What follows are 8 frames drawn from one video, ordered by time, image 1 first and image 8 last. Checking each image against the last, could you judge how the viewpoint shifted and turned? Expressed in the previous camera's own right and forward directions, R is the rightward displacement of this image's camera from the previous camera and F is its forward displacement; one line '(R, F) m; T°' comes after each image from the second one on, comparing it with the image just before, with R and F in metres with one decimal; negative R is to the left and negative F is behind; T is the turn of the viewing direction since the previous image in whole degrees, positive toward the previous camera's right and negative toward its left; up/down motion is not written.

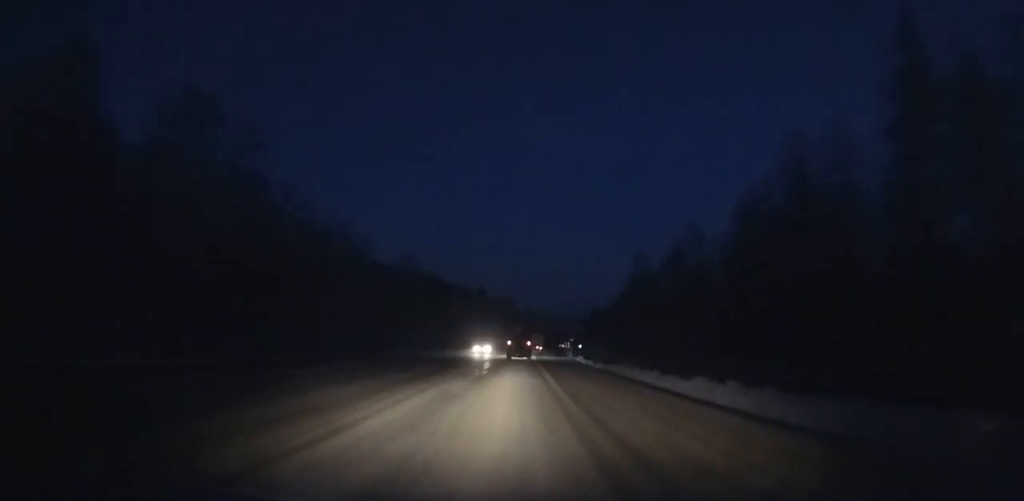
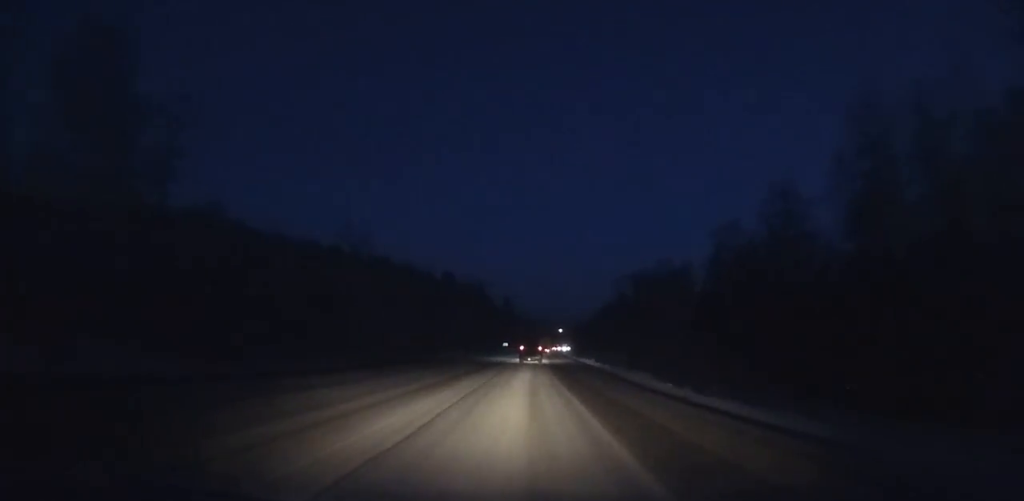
(+1.7, +88.1) m; +3°
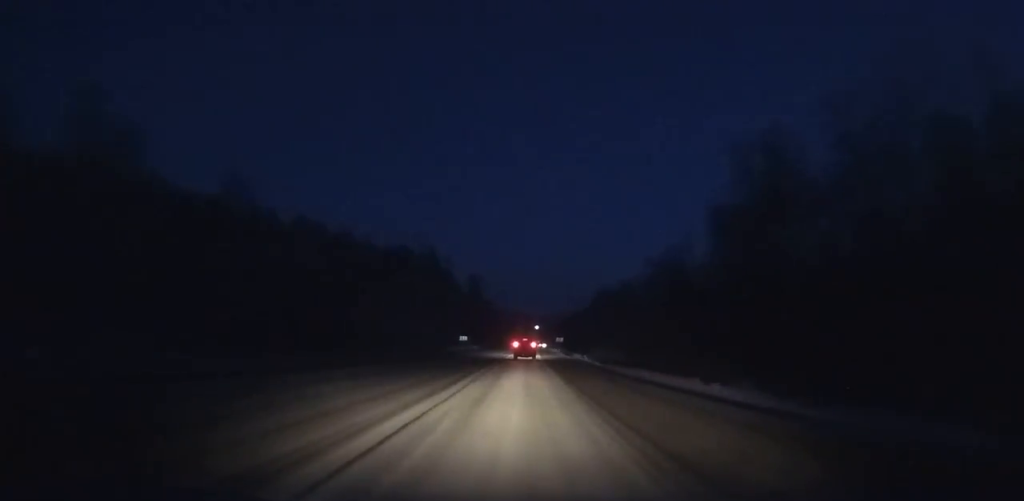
(+1.4, +65.9) m; +2°
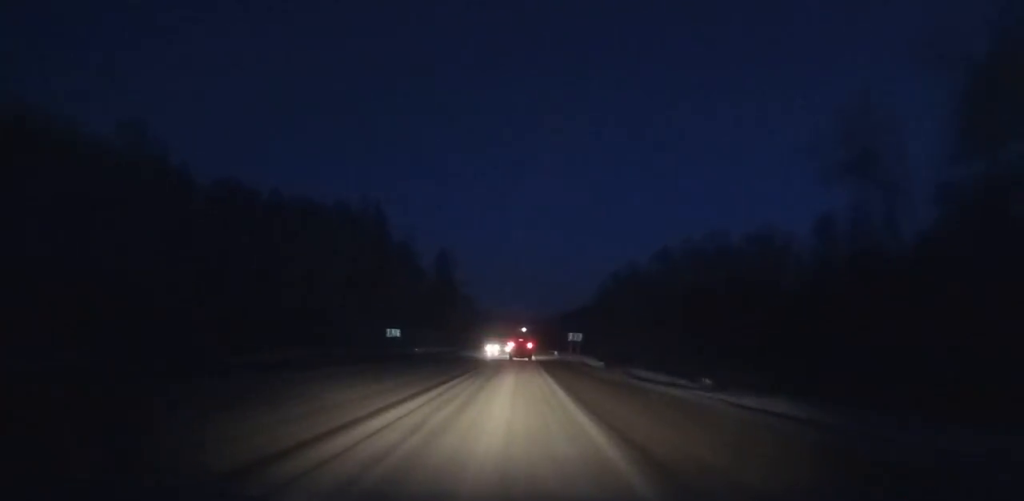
(+0.4, +50.2) m; +1°
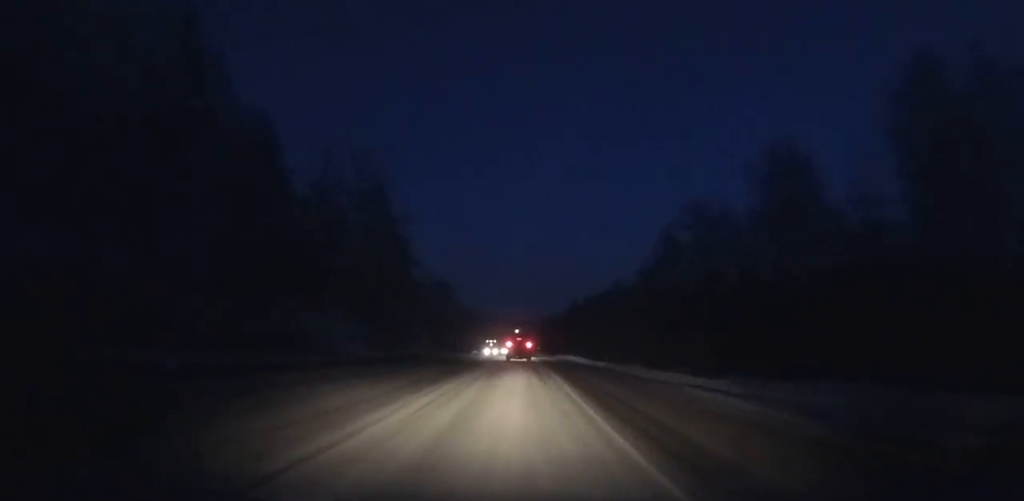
(+0.5, +66.6) m; +1°
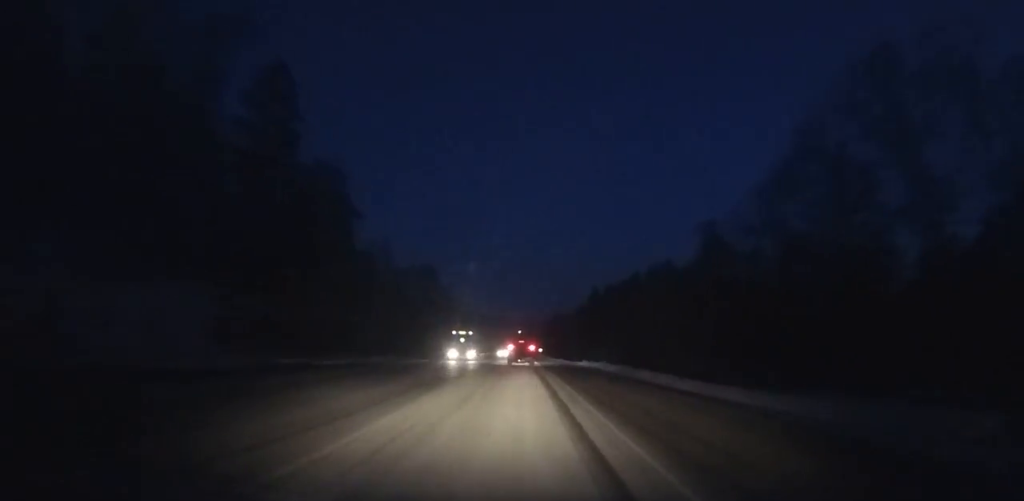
(0.0, +40.5) m; 0°
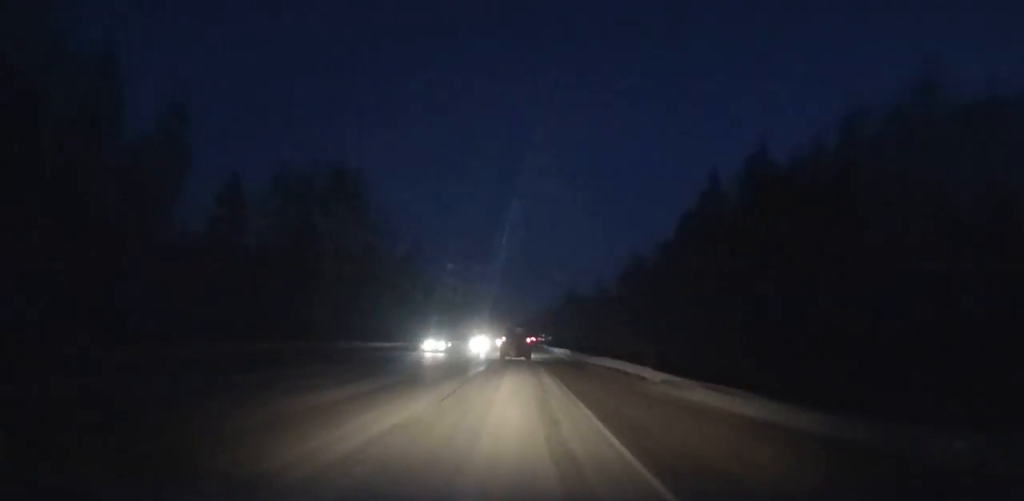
(-0.3, +79.9) m; 0°
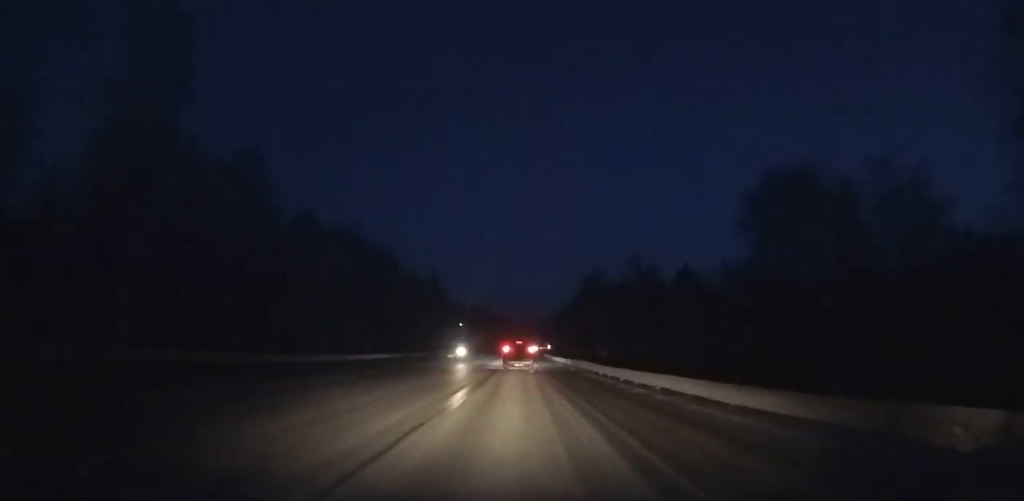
(-0.1, +86.0) m; 0°
